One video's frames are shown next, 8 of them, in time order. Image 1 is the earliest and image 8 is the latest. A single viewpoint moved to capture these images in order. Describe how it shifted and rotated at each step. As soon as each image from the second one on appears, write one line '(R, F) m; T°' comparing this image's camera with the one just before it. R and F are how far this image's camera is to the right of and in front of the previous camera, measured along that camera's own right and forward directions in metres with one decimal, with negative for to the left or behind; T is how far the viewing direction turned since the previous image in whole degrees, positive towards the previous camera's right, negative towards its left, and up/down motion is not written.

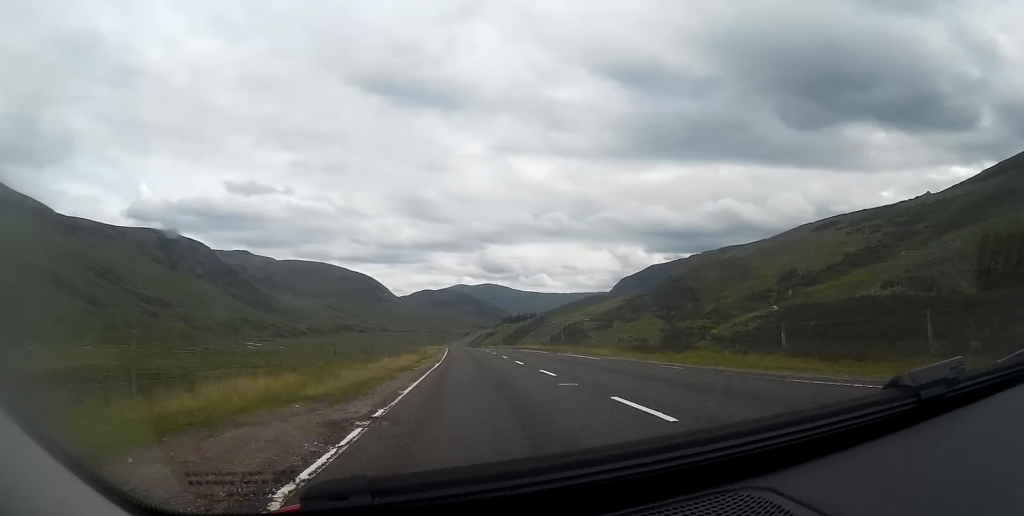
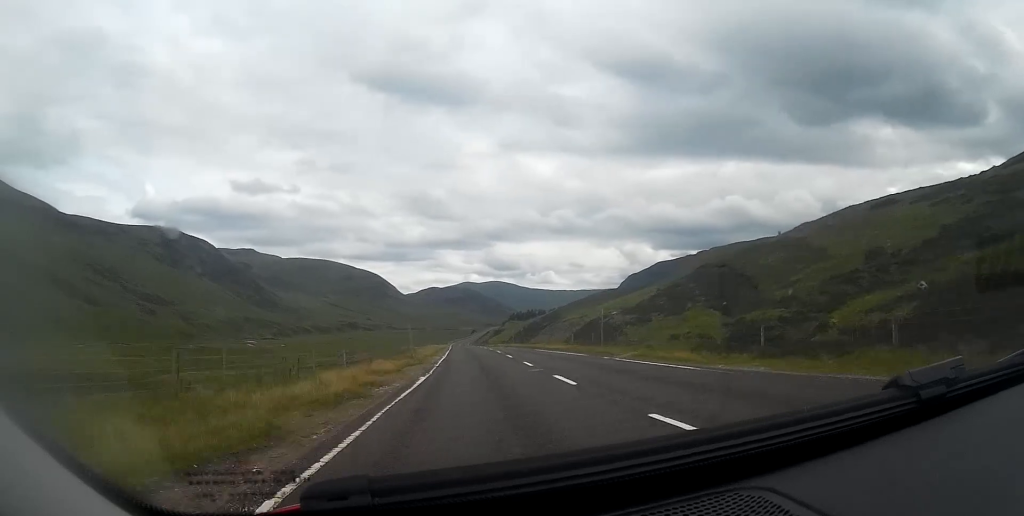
(0.0, +11.5) m; -1°
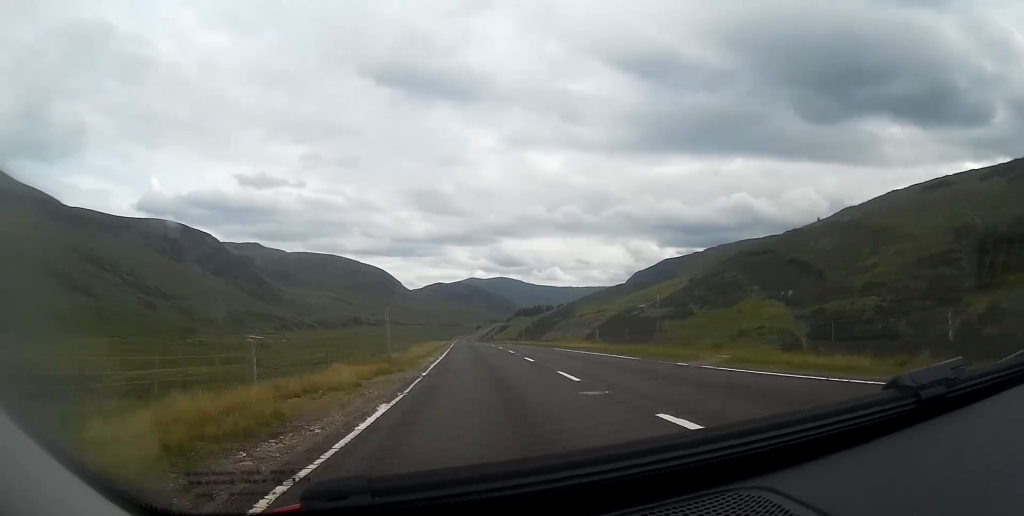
(-0.1, +8.8) m; 0°
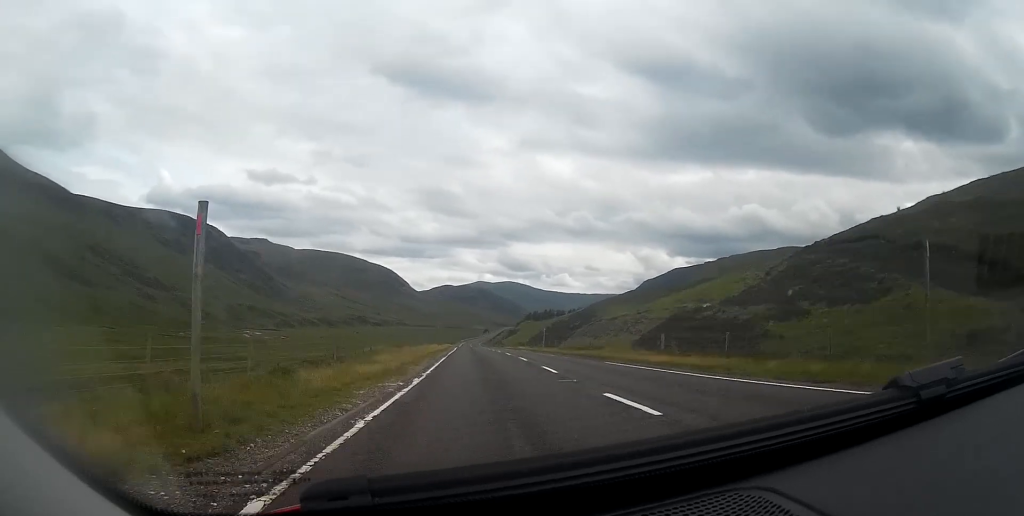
(-0.1, +14.3) m; -1°
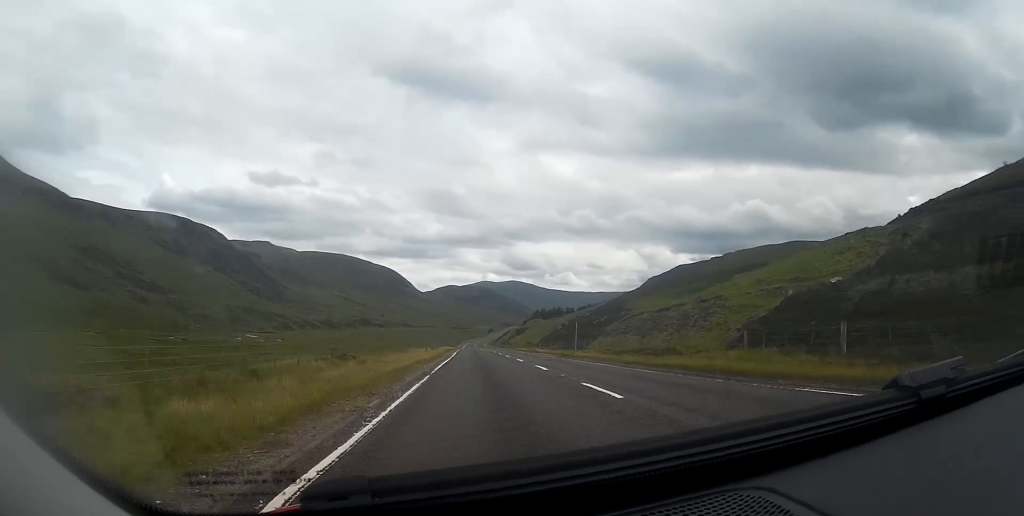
(0.0, +15.7) m; 0°
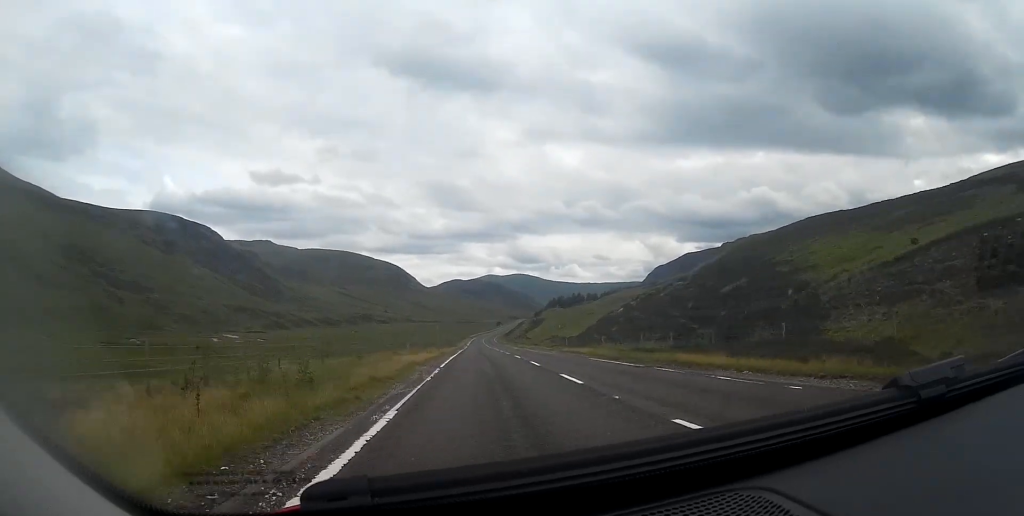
(-0.4, +41.0) m; 0°
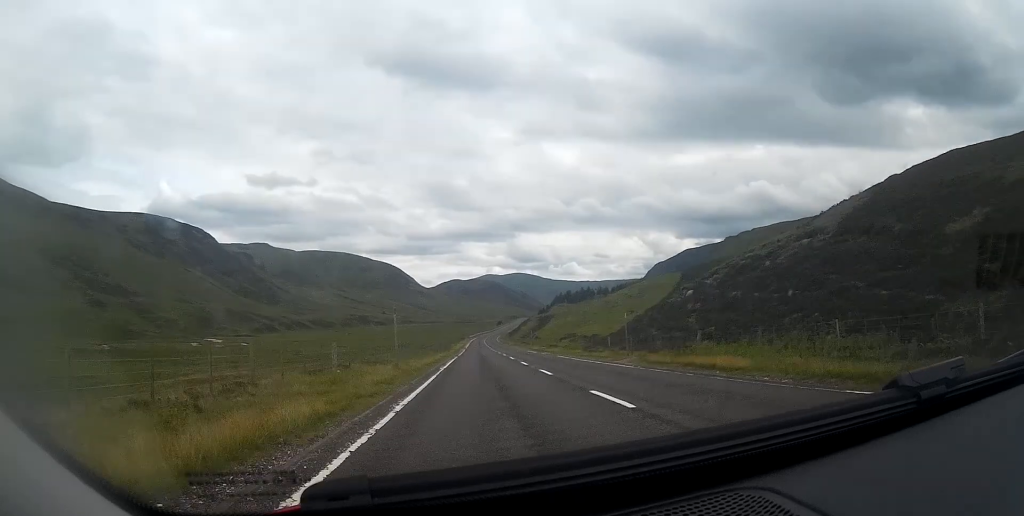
(+0.1, +21.8) m; 0°
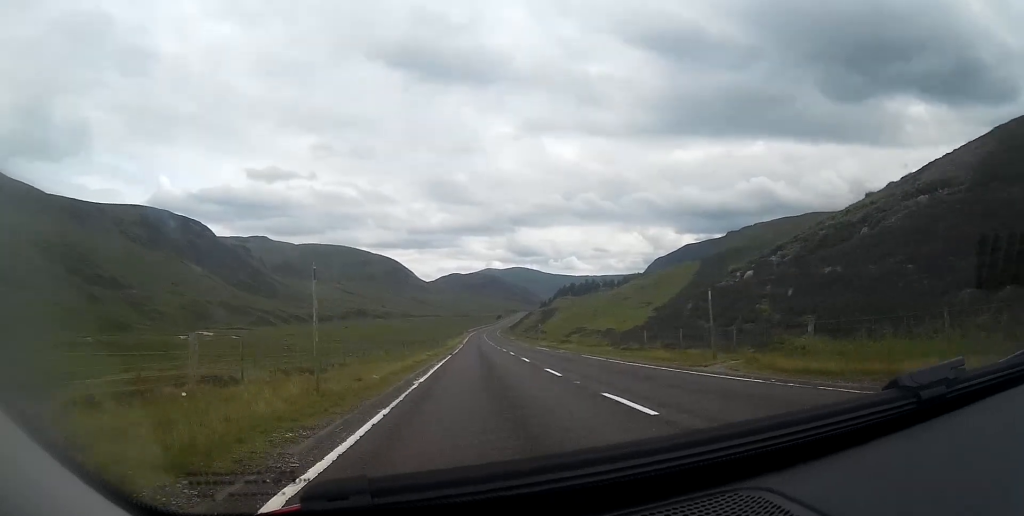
(0.0, +10.4) m; 0°
